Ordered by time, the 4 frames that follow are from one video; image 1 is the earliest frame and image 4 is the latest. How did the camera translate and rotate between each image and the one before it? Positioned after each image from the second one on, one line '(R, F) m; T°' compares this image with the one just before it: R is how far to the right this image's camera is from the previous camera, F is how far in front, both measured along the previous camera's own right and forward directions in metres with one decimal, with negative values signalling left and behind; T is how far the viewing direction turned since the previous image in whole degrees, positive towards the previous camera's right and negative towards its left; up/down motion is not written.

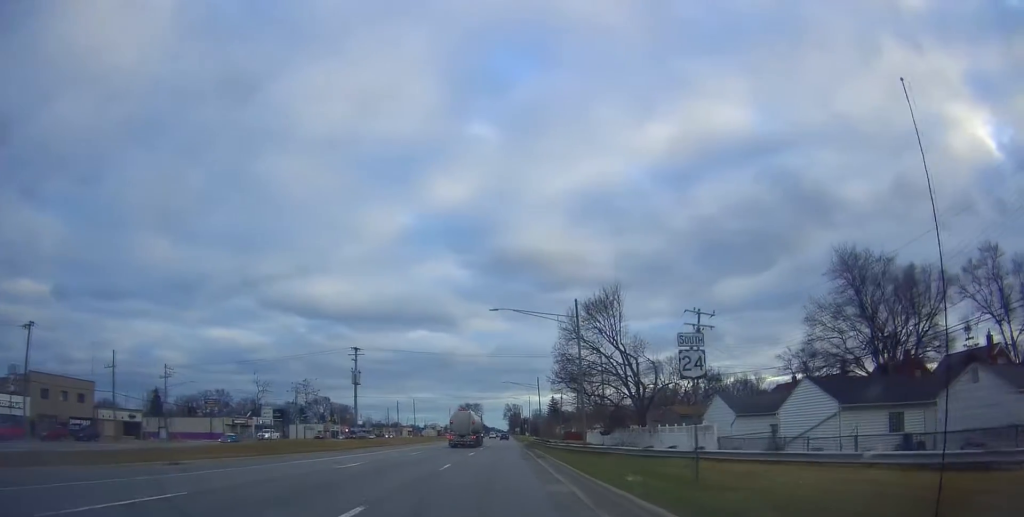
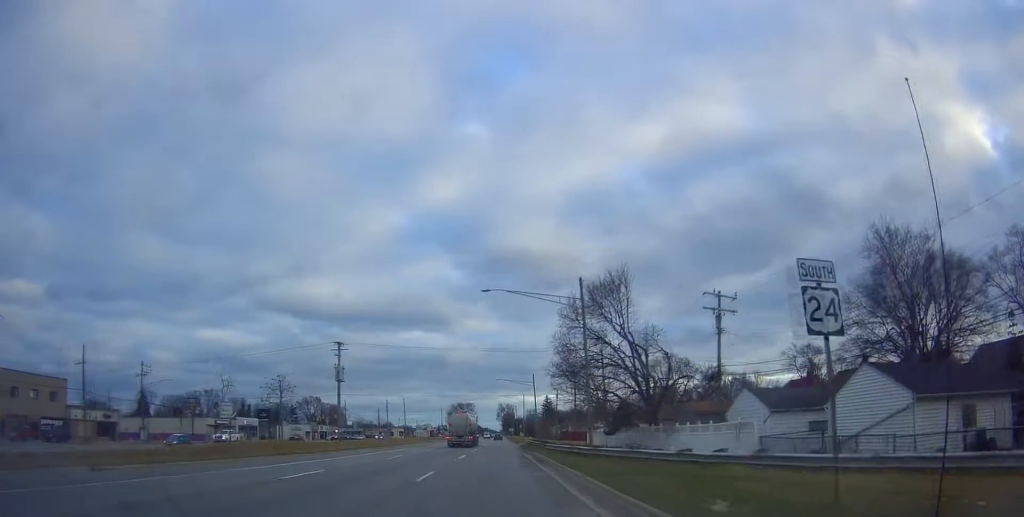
(+0.3, +5.4) m; 0°
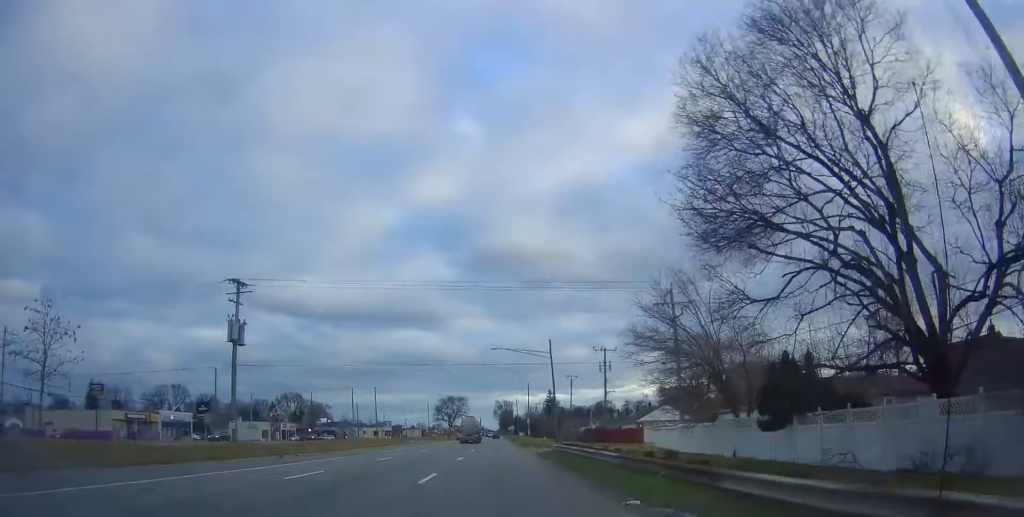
(+0.2, +31.4) m; +2°
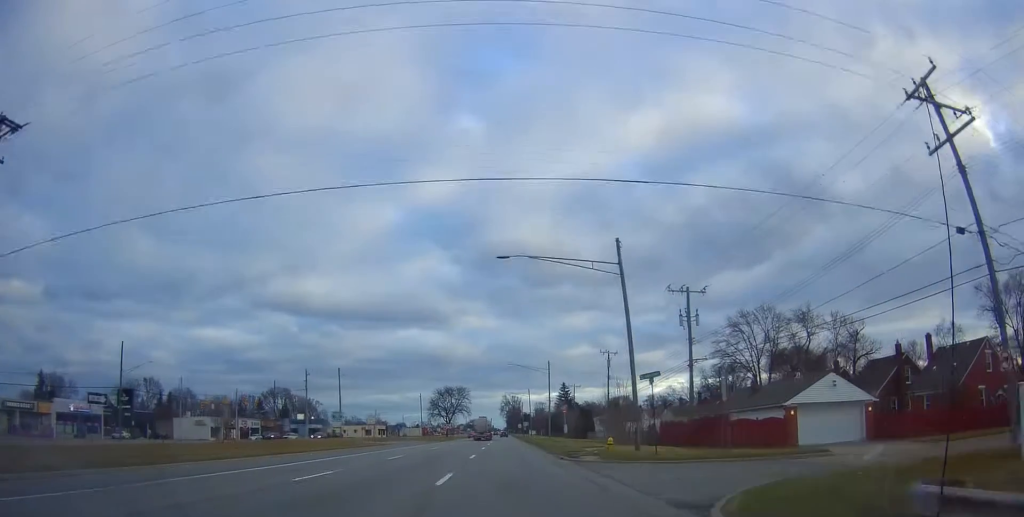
(-0.6, +29.7) m; -4°
